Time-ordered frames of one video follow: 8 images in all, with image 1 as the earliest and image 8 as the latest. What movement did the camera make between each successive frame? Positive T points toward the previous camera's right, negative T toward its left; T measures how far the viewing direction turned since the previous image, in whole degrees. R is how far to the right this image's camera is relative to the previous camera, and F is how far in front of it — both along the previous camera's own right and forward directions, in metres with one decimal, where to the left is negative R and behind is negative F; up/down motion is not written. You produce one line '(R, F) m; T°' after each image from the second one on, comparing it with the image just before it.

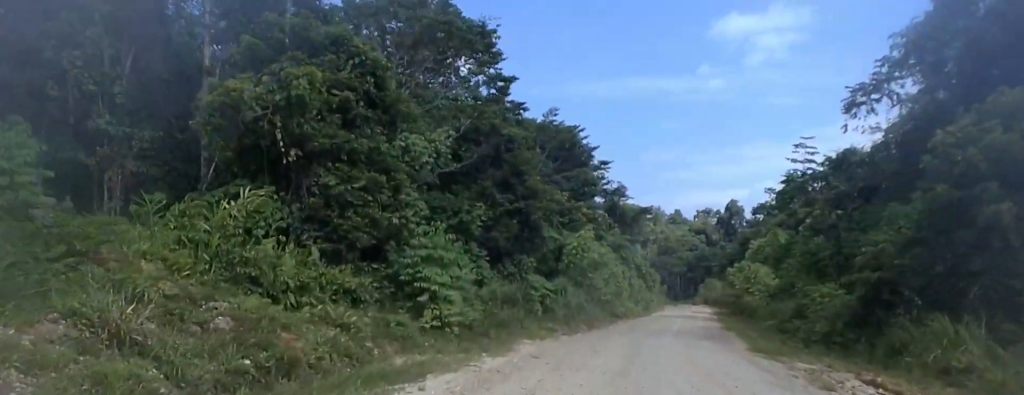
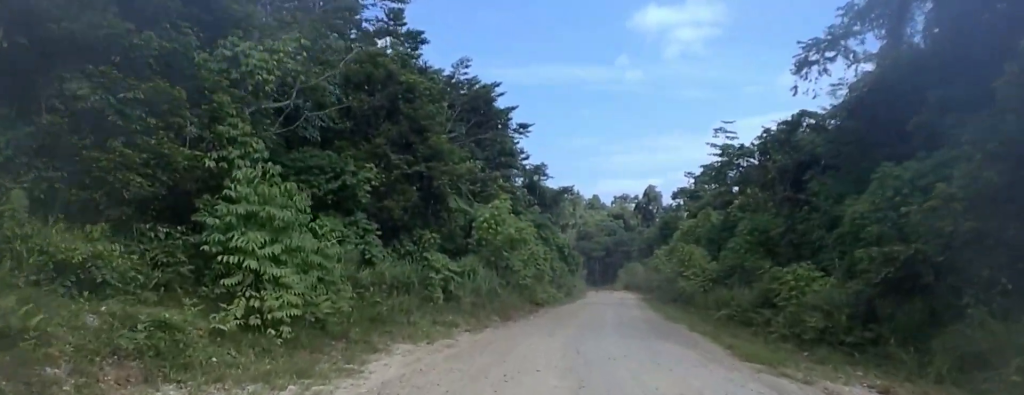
(0.0, +7.9) m; 0°
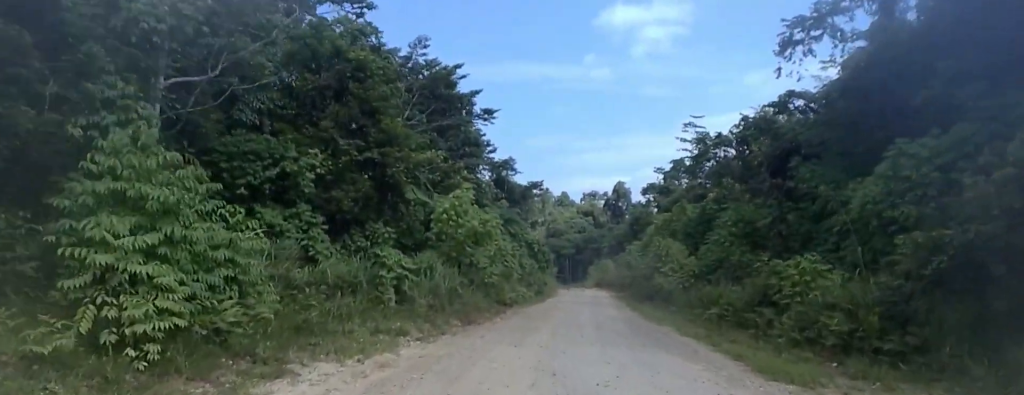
(0.0, +3.5) m; 0°
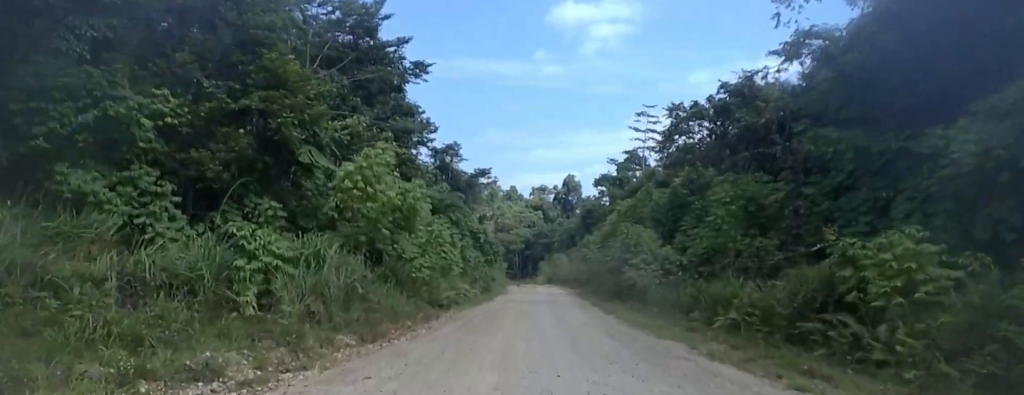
(0.0, +8.0) m; 0°
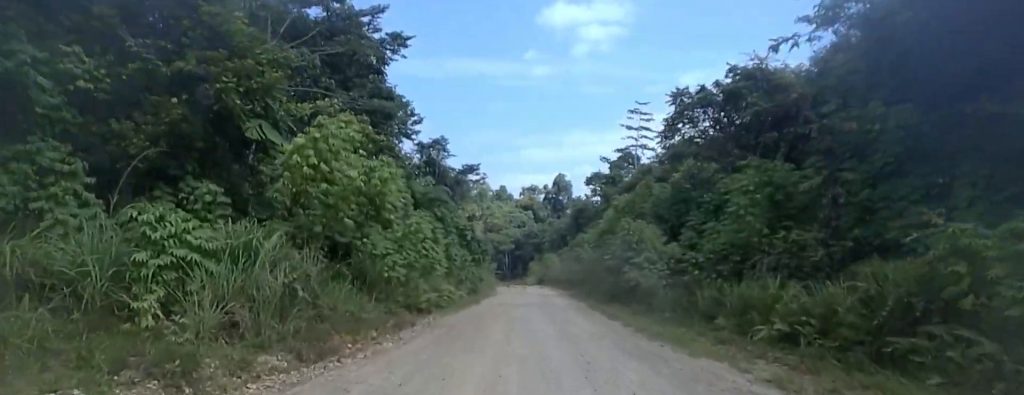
(0.0, +3.5) m; 0°
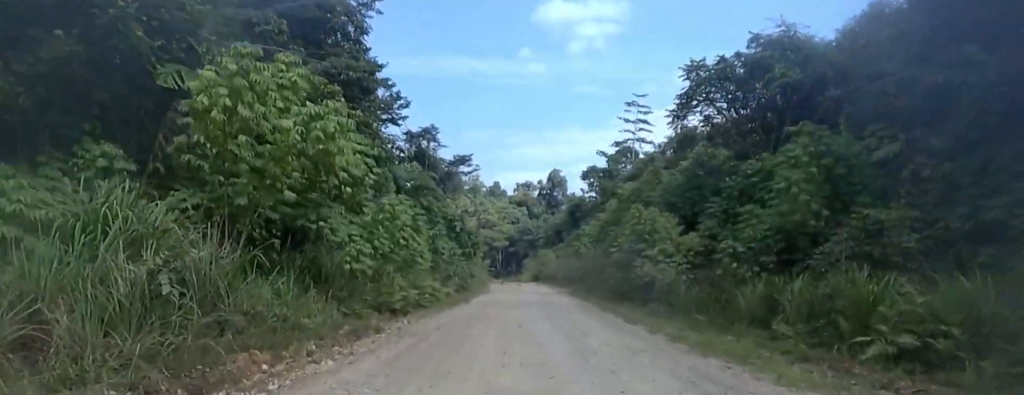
(0.0, +4.1) m; 0°
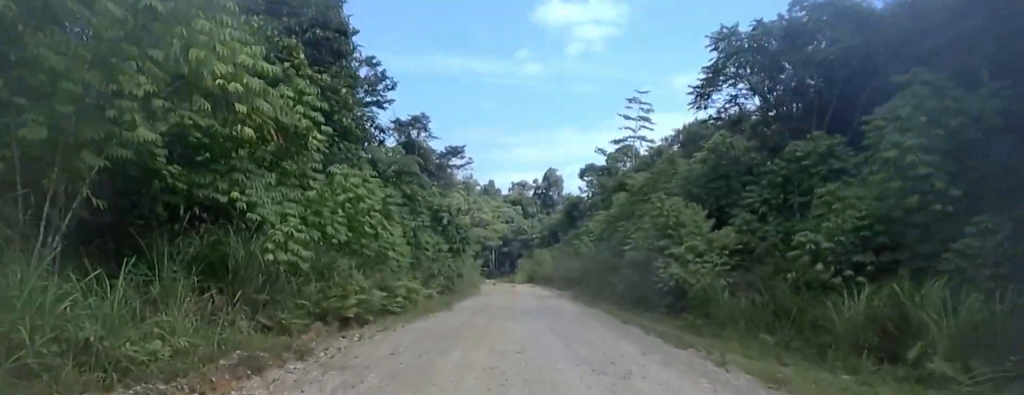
(0.0, +4.7) m; 0°
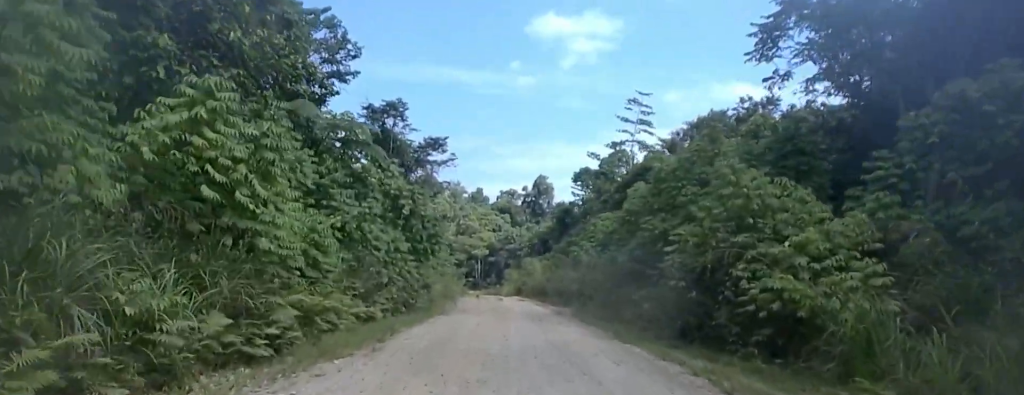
(0.0, +8.3) m; 0°
